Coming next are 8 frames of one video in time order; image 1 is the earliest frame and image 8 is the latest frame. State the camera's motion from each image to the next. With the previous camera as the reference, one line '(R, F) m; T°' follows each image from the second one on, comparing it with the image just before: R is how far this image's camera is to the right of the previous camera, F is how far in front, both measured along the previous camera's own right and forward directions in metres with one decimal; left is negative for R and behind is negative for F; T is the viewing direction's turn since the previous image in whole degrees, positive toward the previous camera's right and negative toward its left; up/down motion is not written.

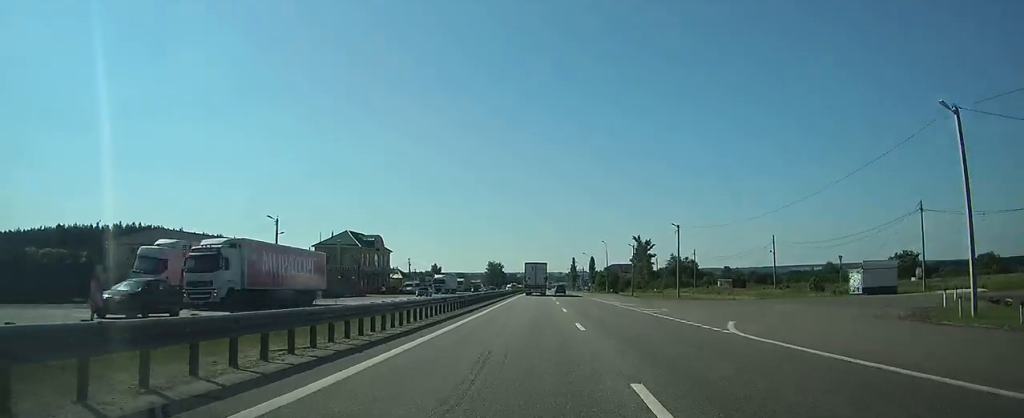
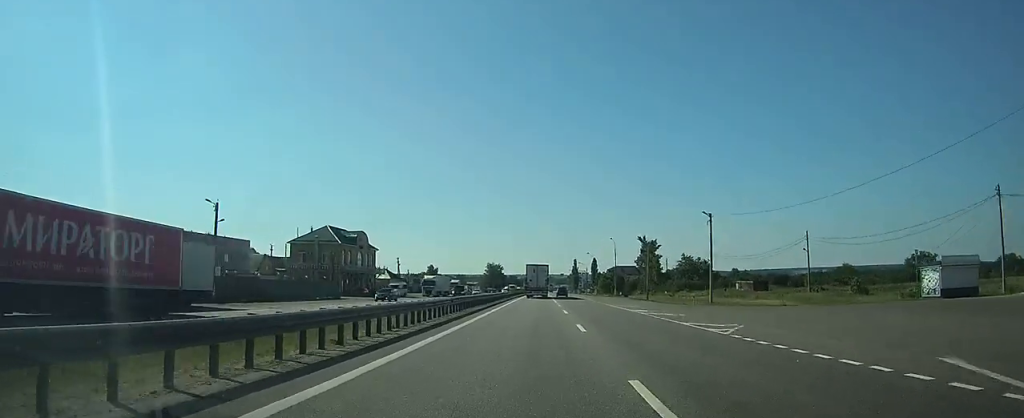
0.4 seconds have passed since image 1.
(0.0, +9.8) m; 0°
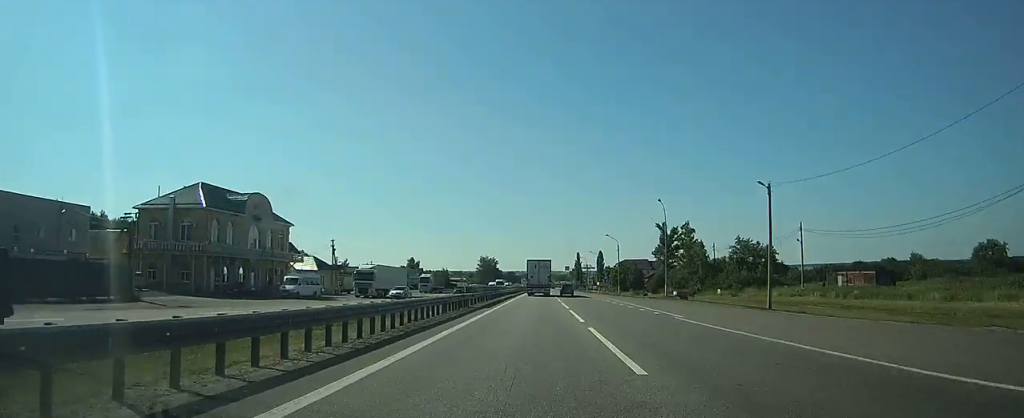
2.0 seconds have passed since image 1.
(+0.1, +33.7) m; 0°
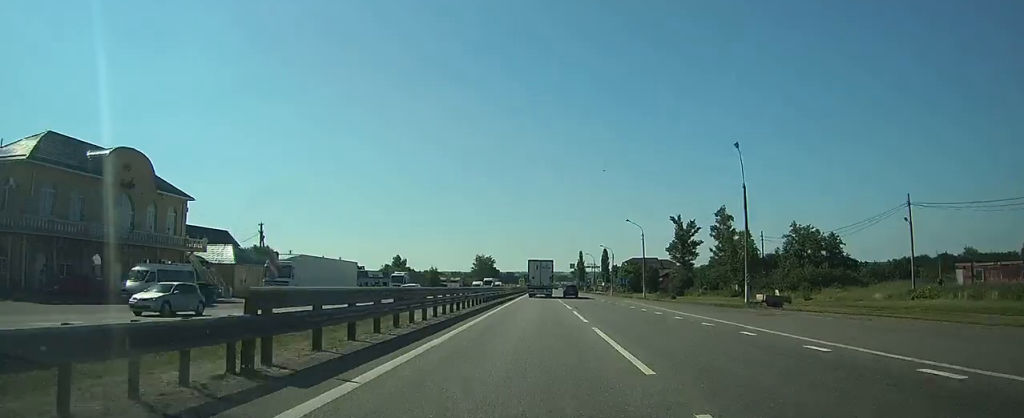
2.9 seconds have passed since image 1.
(0.0, +19.3) m; 0°
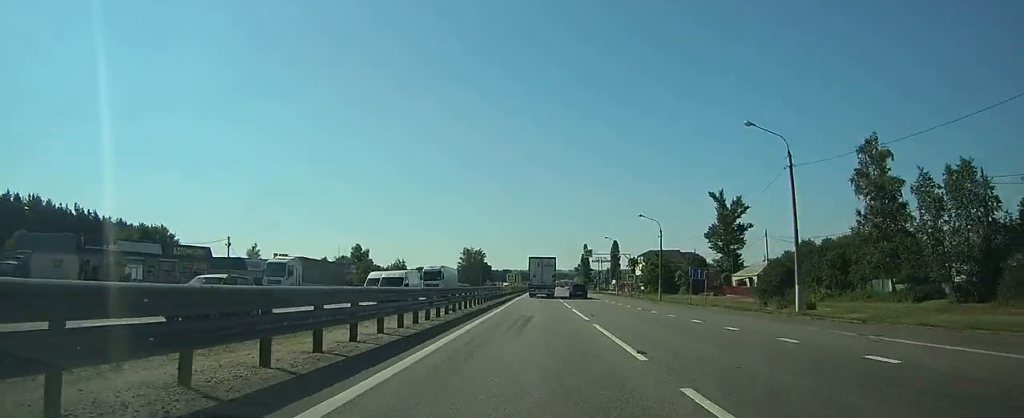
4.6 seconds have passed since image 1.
(0.0, +38.6) m; 0°
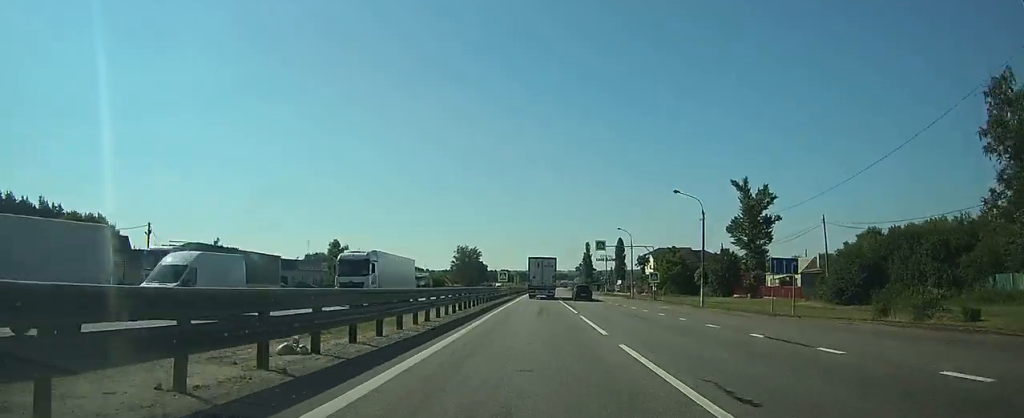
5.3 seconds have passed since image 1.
(0.0, +16.0) m; 0°
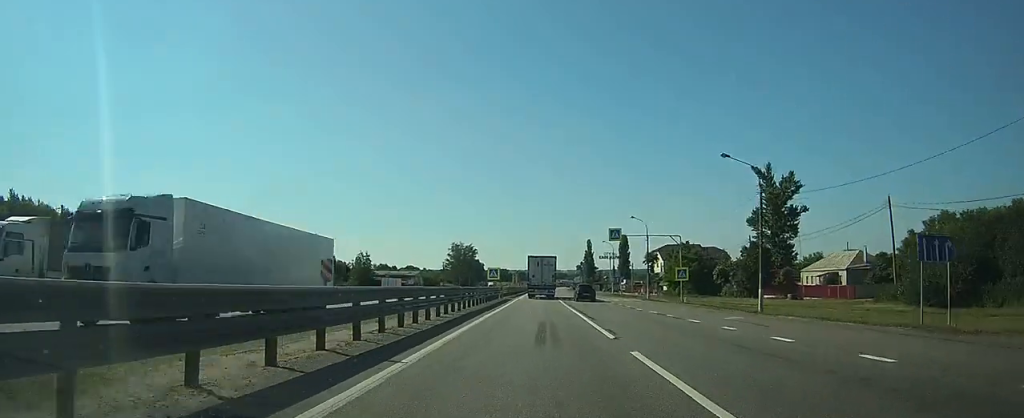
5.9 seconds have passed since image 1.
(0.0, +12.6) m; 0°
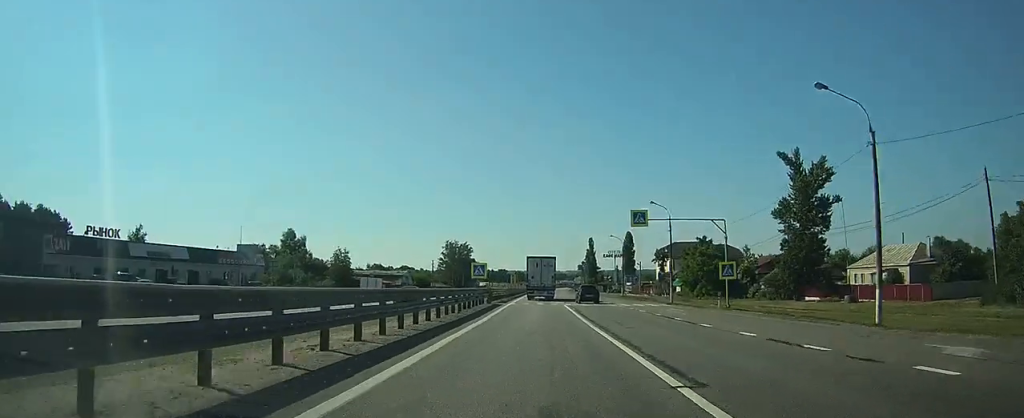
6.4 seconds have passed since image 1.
(0.0, +13.3) m; 0°
